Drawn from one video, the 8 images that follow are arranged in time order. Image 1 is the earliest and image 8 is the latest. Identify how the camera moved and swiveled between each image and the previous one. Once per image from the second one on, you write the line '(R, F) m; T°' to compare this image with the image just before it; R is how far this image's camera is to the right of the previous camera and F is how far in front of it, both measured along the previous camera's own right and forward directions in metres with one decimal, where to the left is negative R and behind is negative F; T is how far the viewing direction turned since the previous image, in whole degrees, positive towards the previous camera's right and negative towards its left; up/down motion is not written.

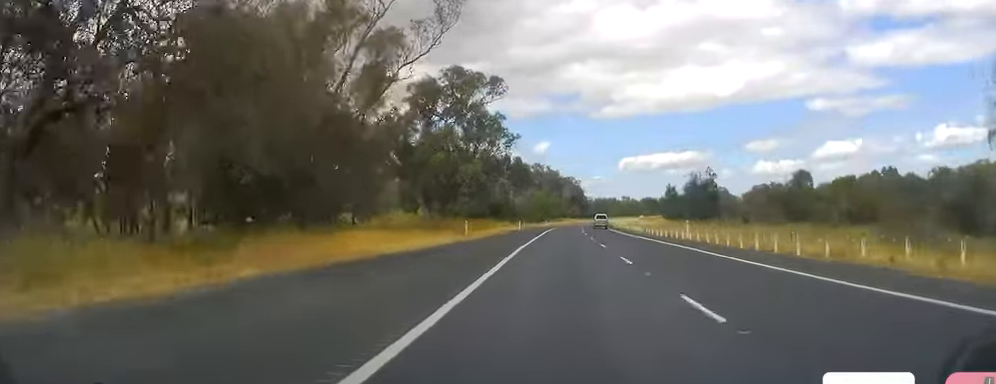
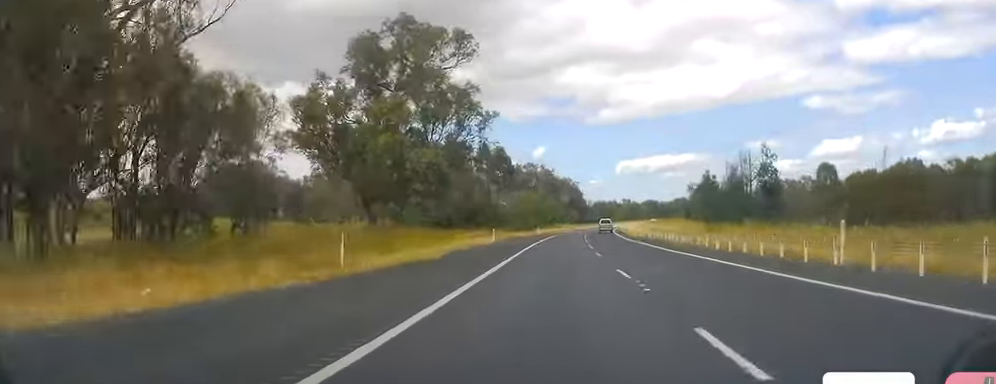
(-0.3, +26.9) m; -1°
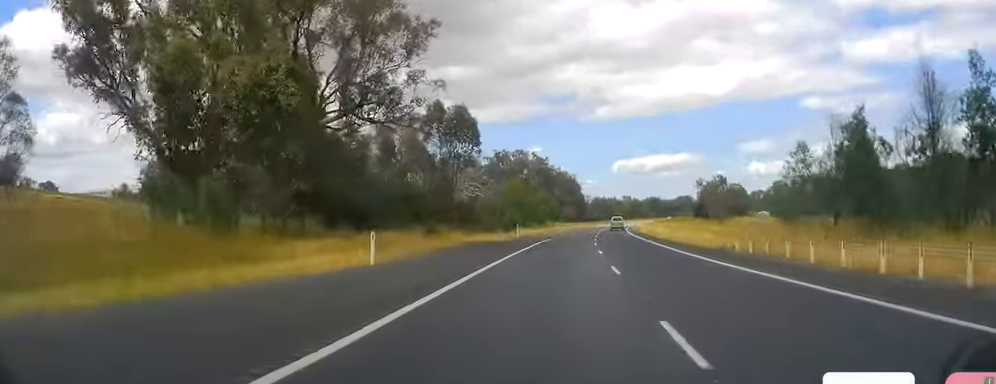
(+0.2, +34.6) m; +1°
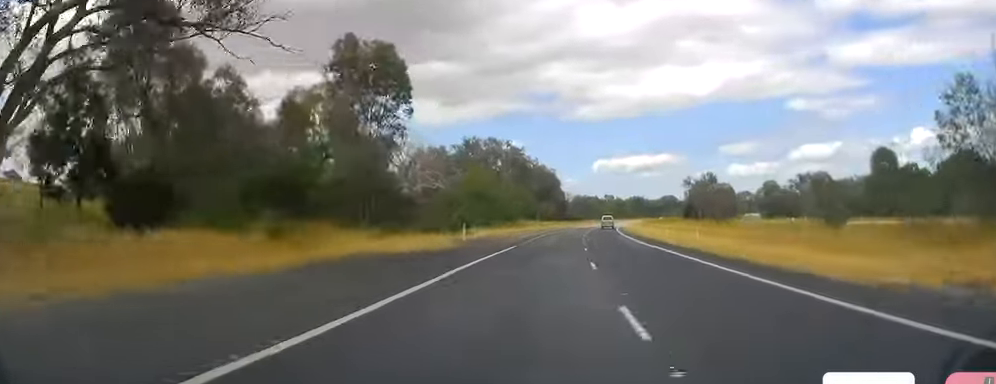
(+0.2, +22.1) m; 0°
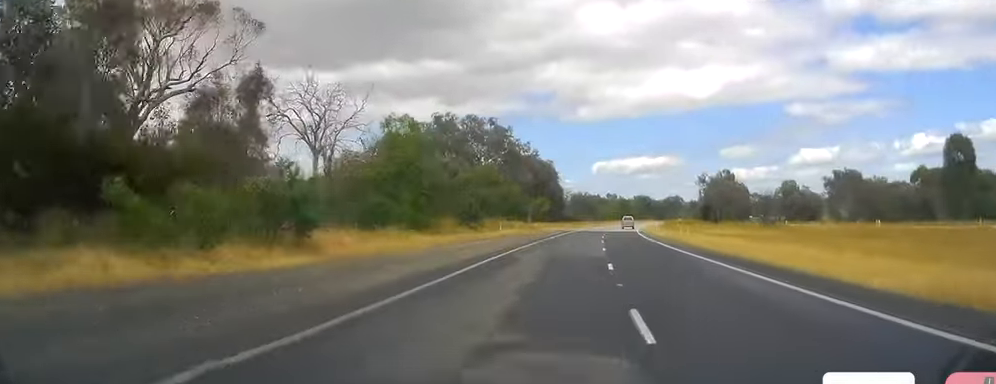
(+0.2, +35.5) m; +2°
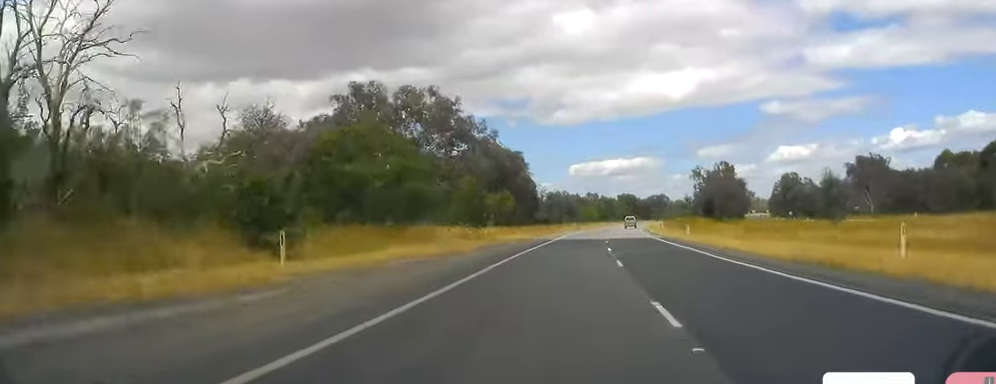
(+0.7, +35.6) m; +1°
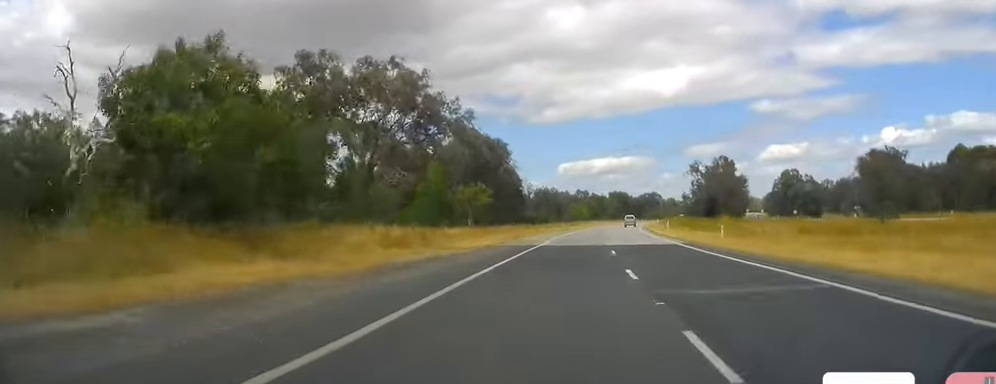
(0.0, +15.4) m; 0°
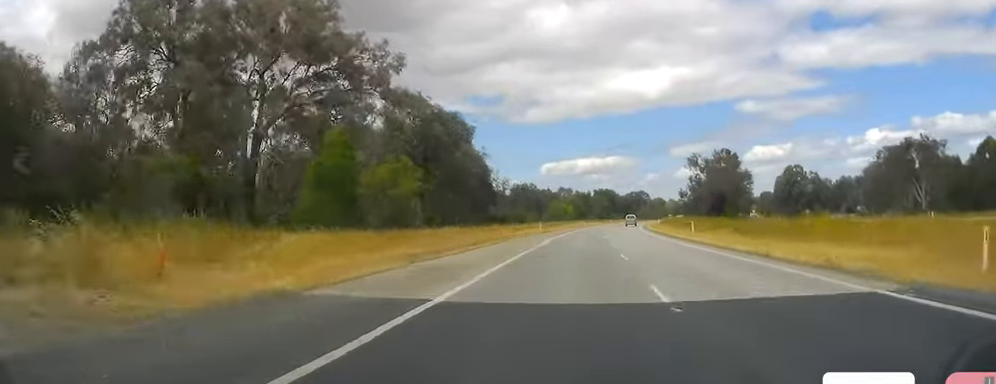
(0.0, +27.0) m; +1°
